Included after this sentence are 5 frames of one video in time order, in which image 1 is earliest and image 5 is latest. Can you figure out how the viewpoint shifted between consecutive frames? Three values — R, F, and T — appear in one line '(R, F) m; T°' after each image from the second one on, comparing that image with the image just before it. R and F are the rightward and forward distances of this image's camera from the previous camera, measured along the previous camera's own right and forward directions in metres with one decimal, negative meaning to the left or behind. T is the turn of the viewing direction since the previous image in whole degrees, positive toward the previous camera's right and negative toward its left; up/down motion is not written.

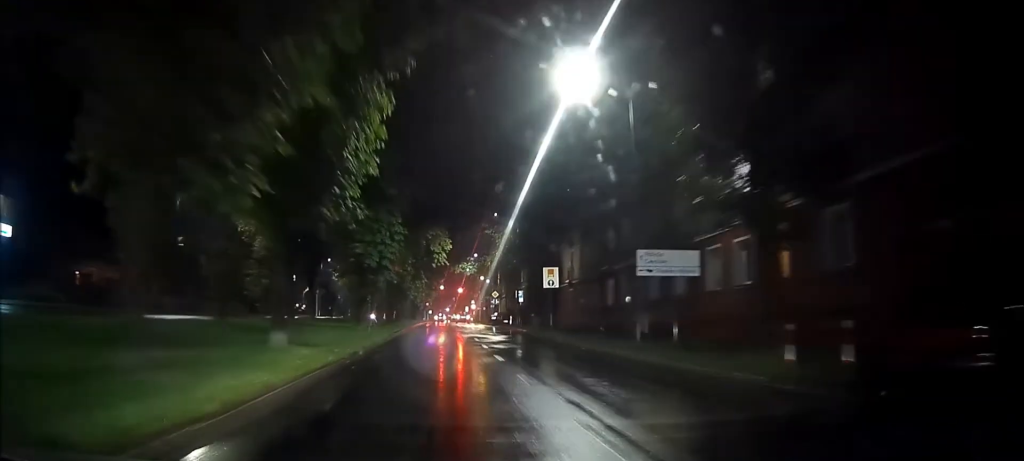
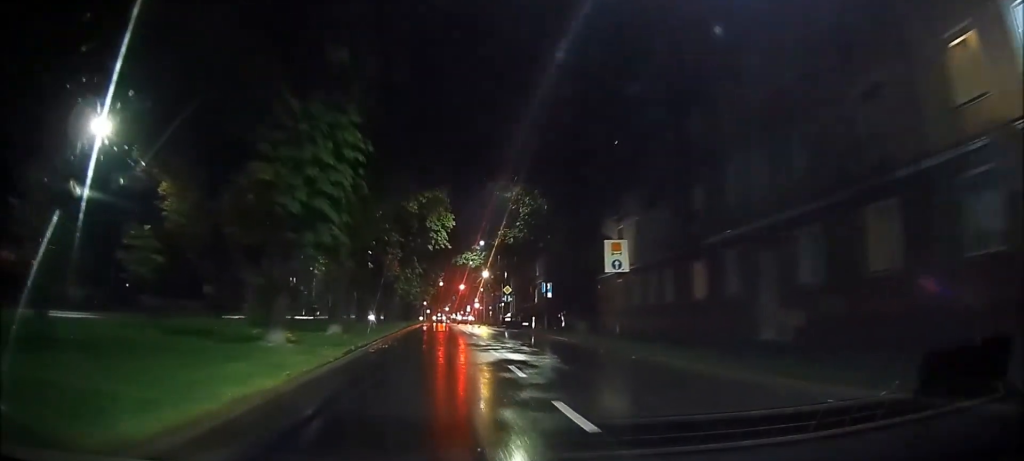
(+0.2, +12.5) m; +2°
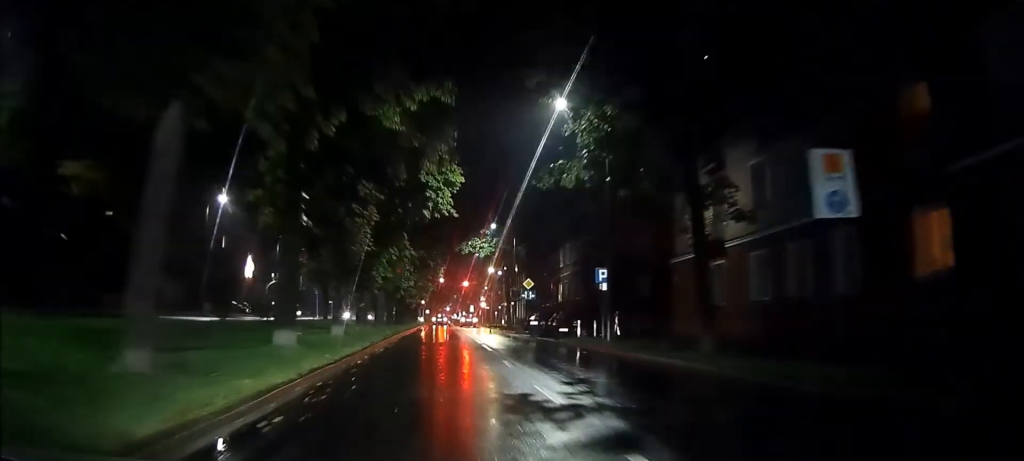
(+0.4, +11.7) m; +4°
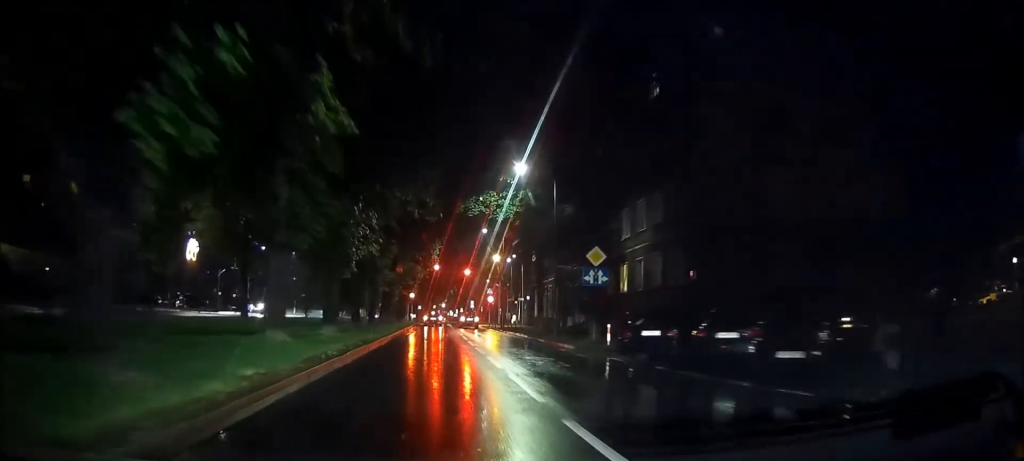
(-0.4, +18.4) m; -3°
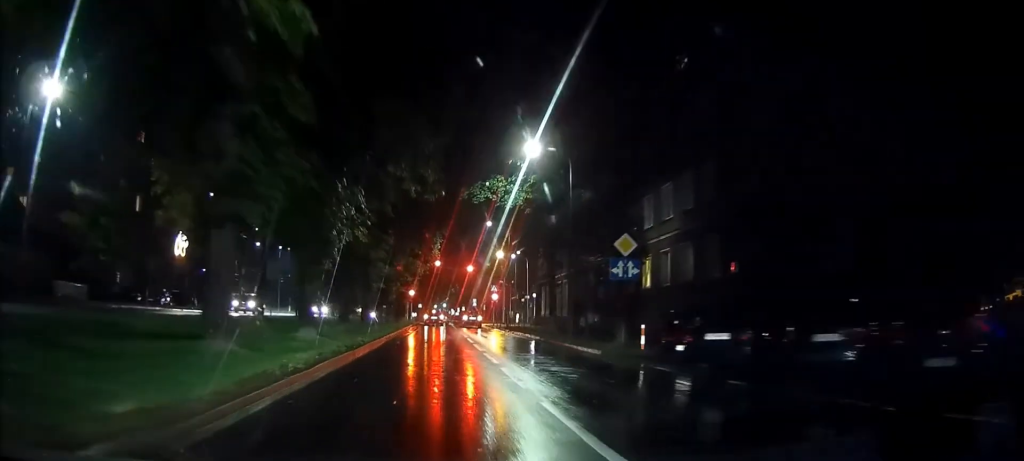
(-0.1, +3.4) m; 0°
